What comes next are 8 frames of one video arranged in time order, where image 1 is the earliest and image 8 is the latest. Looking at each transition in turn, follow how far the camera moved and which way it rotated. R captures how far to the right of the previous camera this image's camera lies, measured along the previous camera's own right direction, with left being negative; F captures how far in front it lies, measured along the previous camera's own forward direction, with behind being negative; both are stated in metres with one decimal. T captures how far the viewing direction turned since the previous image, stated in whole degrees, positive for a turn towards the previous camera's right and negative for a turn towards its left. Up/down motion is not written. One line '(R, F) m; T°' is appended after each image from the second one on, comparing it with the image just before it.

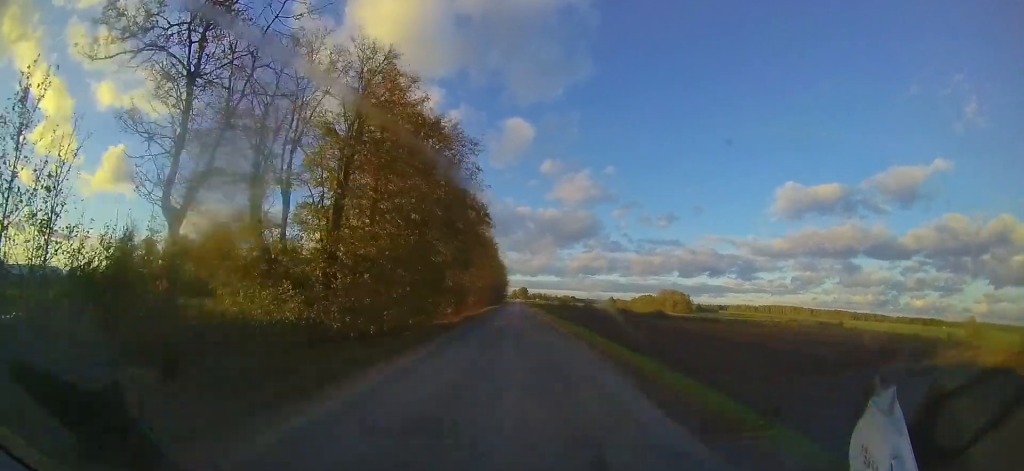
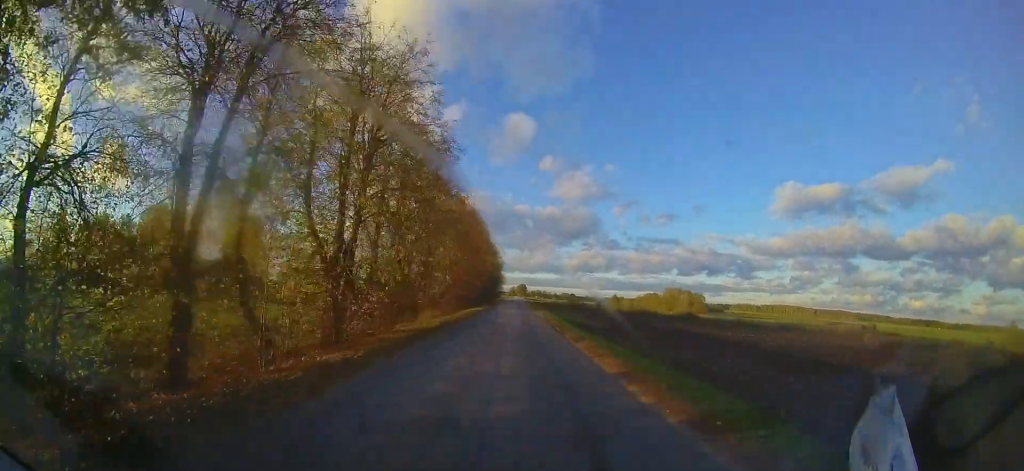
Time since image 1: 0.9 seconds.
(0.0, +22.2) m; 0°
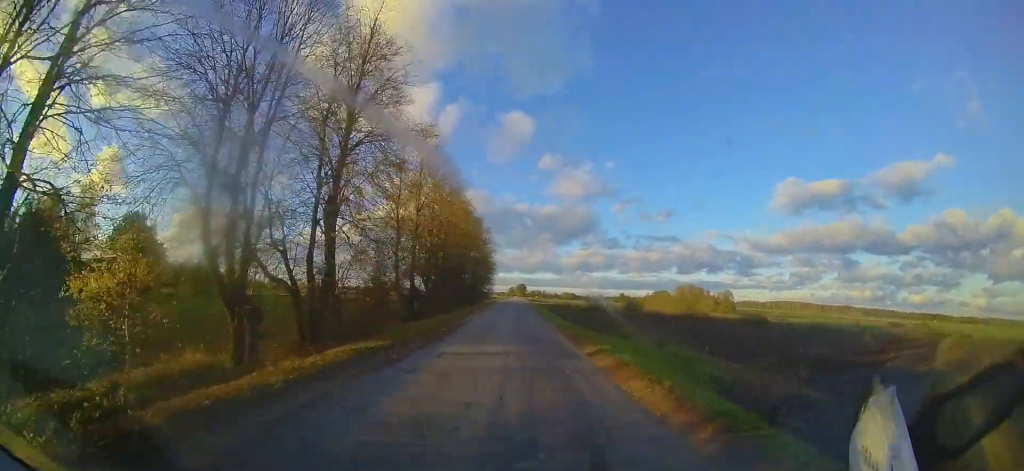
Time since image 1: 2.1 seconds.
(-0.2, +29.3) m; 0°
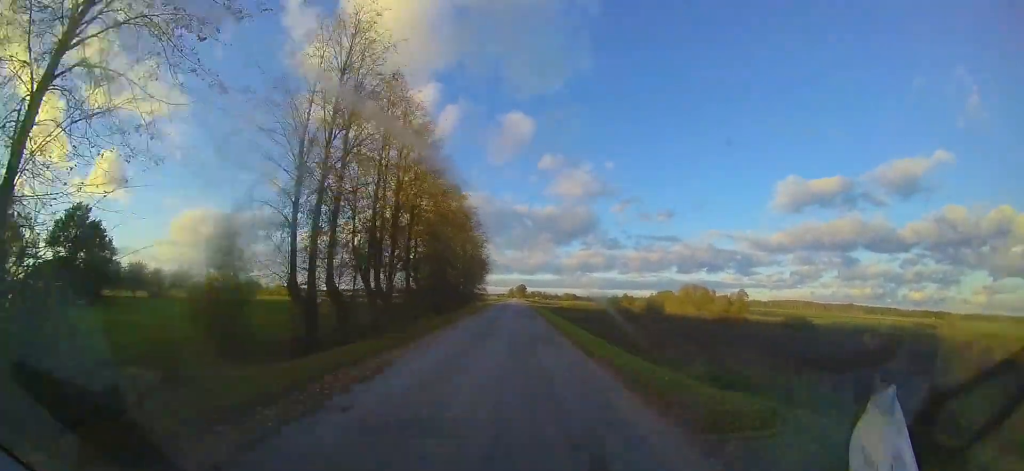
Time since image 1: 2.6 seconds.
(+0.1, +12.1) m; 0°
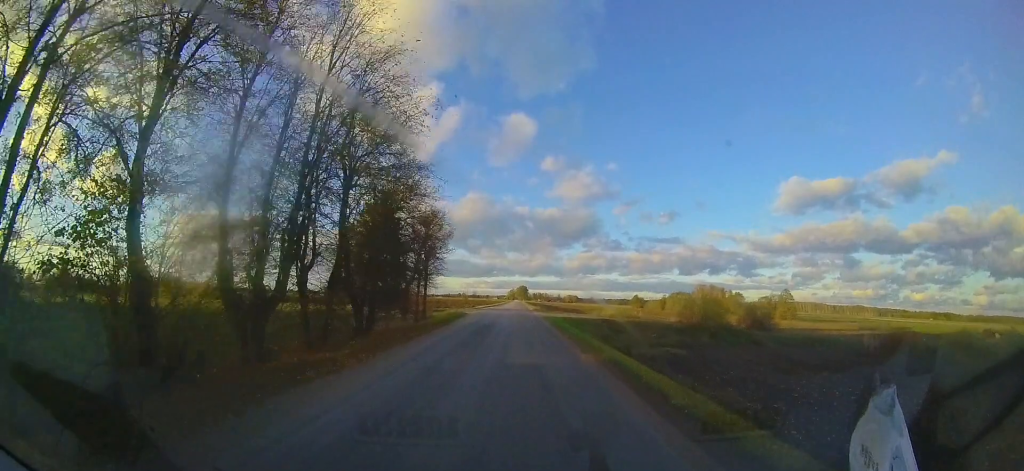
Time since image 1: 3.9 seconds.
(+0.1, +29.7) m; 0°
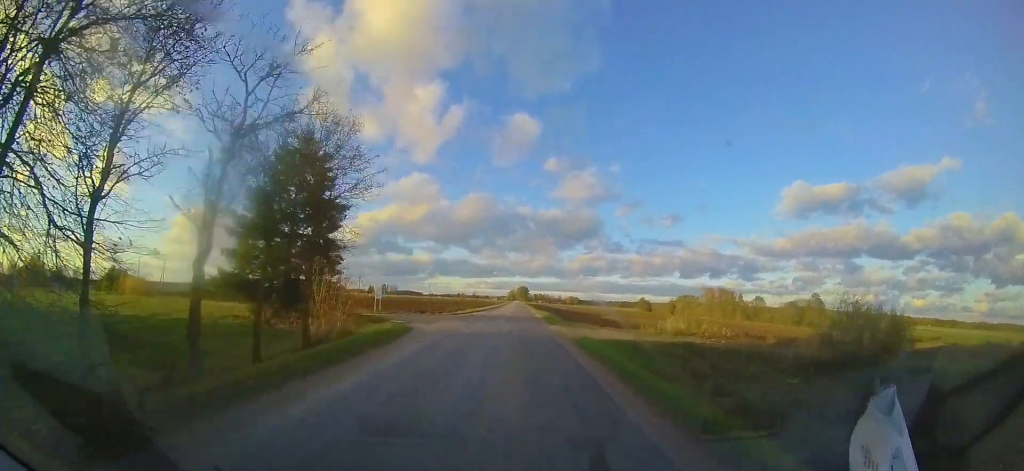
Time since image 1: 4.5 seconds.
(0.0, +15.1) m; 0°
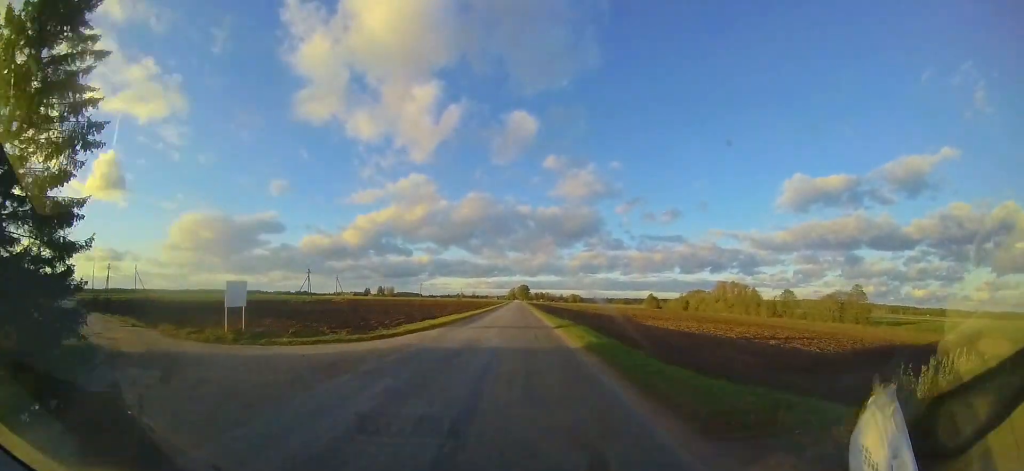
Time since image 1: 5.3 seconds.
(+0.2, +18.3) m; 0°
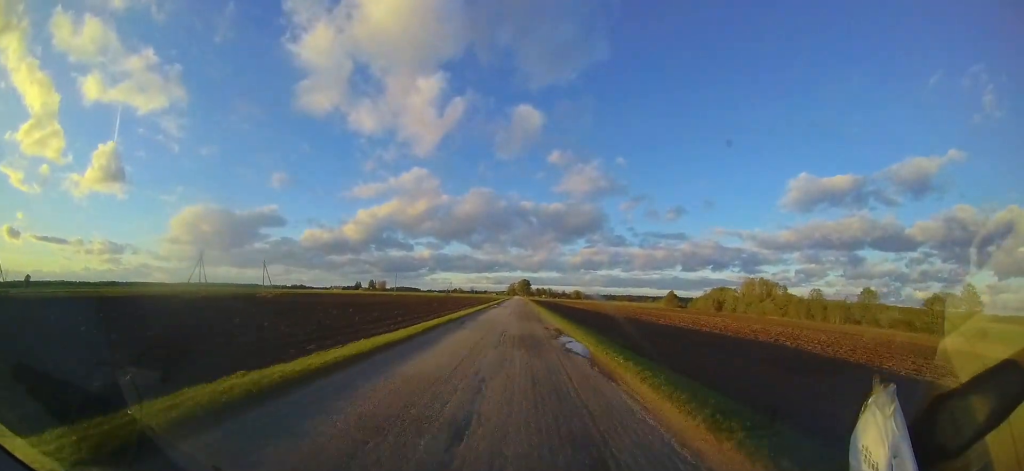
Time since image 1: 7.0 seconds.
(0.0, +37.7) m; 0°
